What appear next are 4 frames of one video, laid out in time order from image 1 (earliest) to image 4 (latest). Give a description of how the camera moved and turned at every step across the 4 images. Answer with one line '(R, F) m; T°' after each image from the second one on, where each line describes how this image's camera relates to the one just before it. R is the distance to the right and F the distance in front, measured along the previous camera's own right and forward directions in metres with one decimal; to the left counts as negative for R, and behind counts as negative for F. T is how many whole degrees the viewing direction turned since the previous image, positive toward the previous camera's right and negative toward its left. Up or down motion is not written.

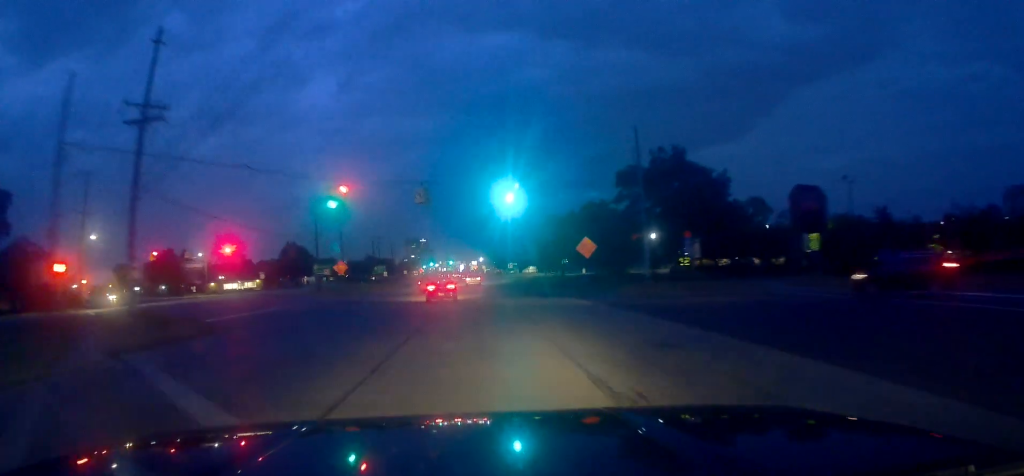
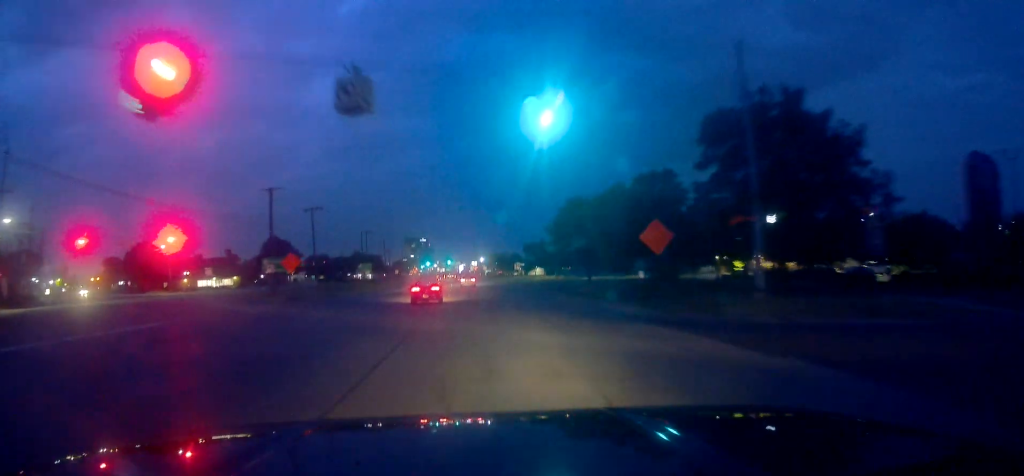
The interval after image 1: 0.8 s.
(0.0, +17.3) m; 0°
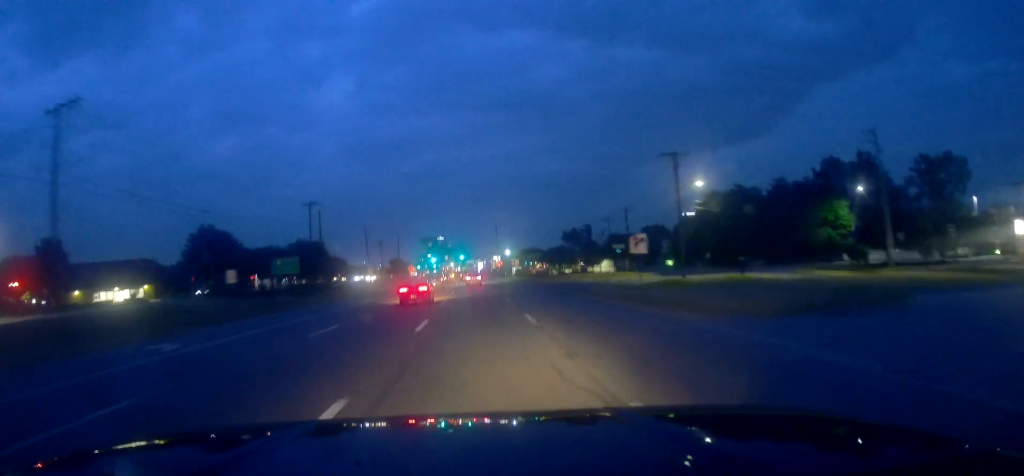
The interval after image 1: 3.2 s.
(-1.4, +55.8) m; -2°
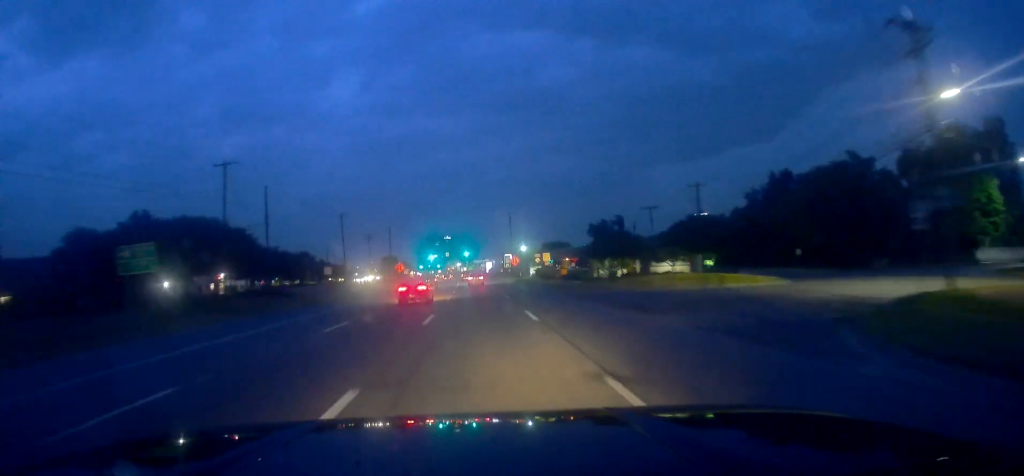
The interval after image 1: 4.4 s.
(0.0, +28.5) m; 0°
